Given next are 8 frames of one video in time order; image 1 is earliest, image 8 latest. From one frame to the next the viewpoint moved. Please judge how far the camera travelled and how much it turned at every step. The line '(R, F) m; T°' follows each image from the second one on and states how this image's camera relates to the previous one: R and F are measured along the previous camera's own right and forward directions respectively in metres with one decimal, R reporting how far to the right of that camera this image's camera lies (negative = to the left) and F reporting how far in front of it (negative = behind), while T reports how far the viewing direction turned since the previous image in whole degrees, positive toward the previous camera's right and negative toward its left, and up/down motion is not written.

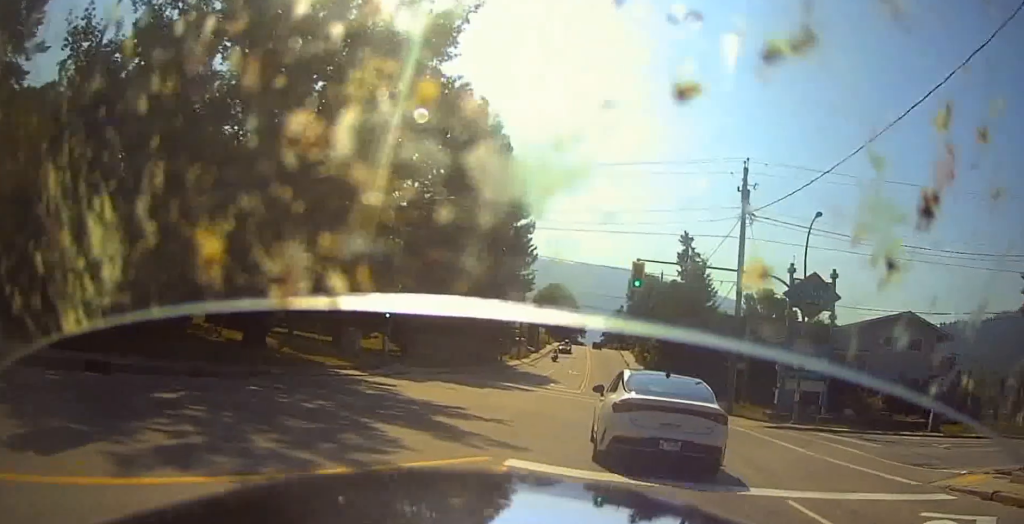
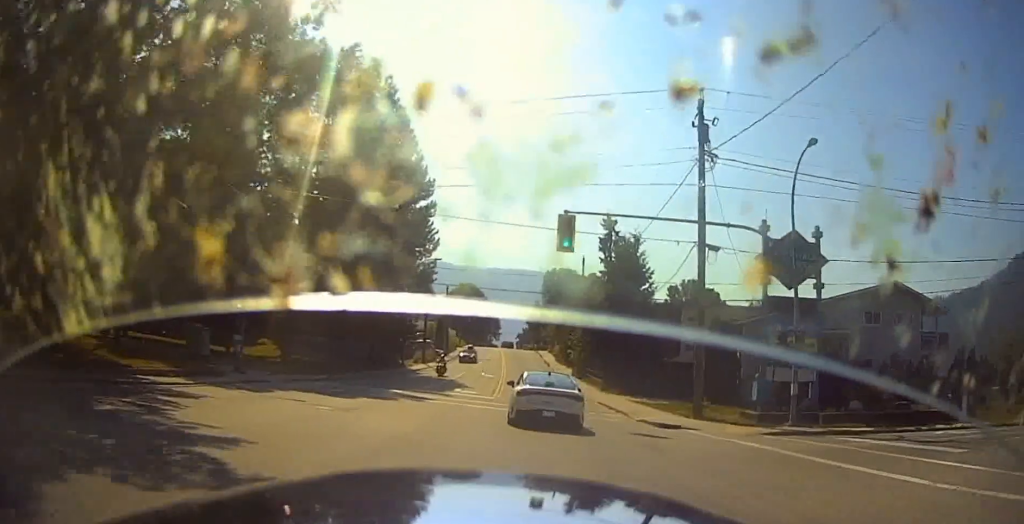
(+0.9, +16.1) m; -2°
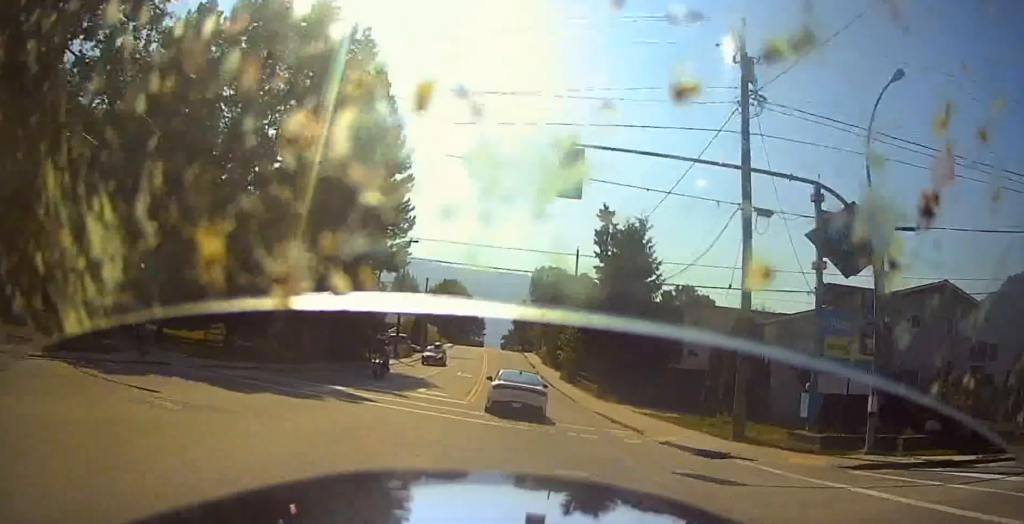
(-0.6, +10.3) m; -6°
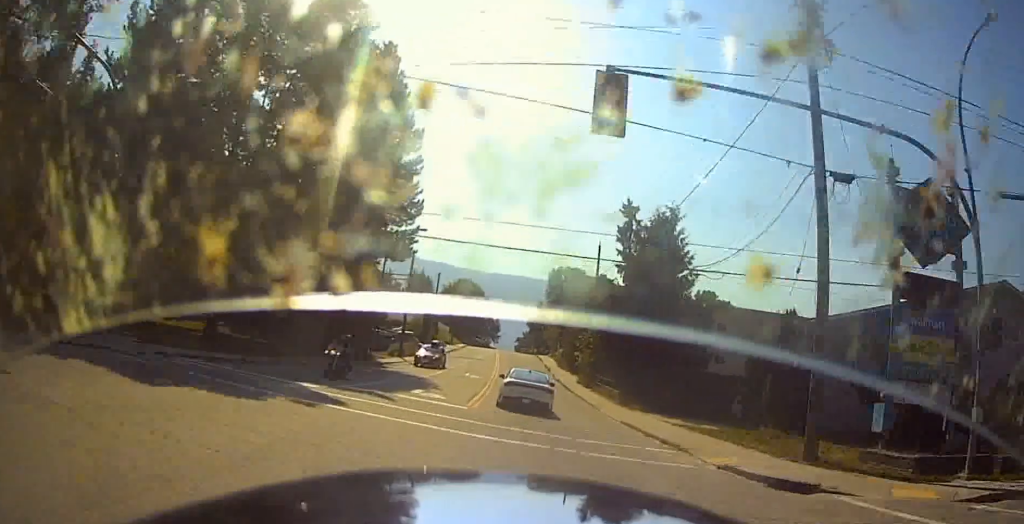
(-0.2, +5.9) m; -3°
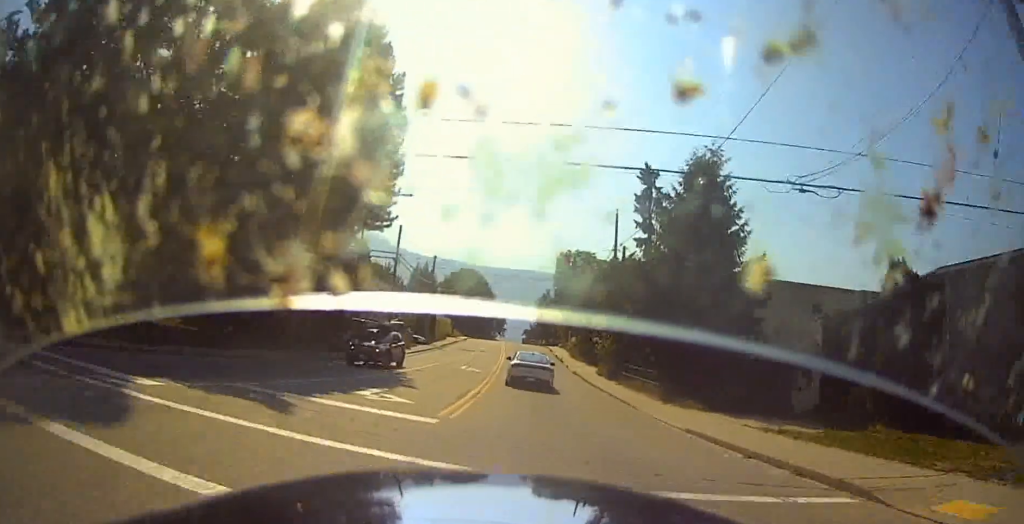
(-0.4, +10.8) m; -3°
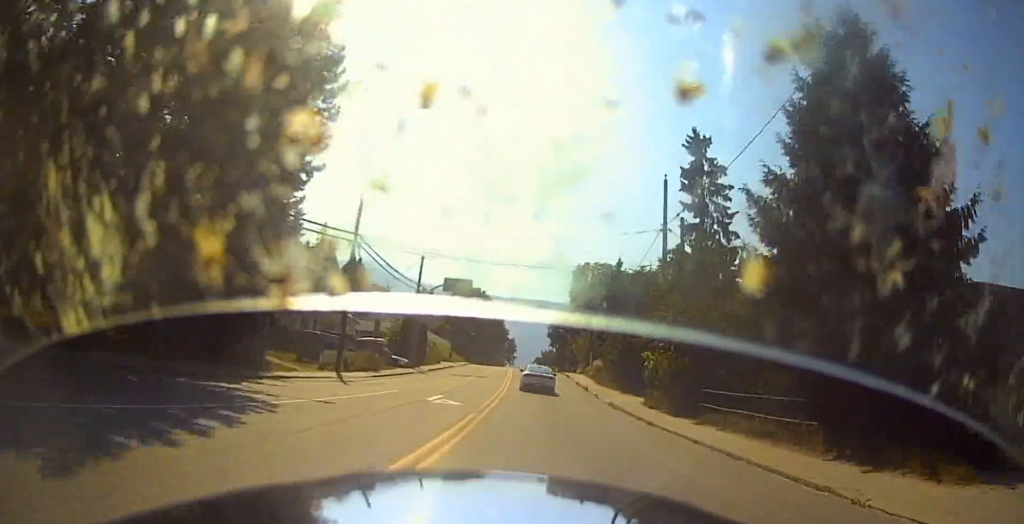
(+0.4, +19.9) m; +5°
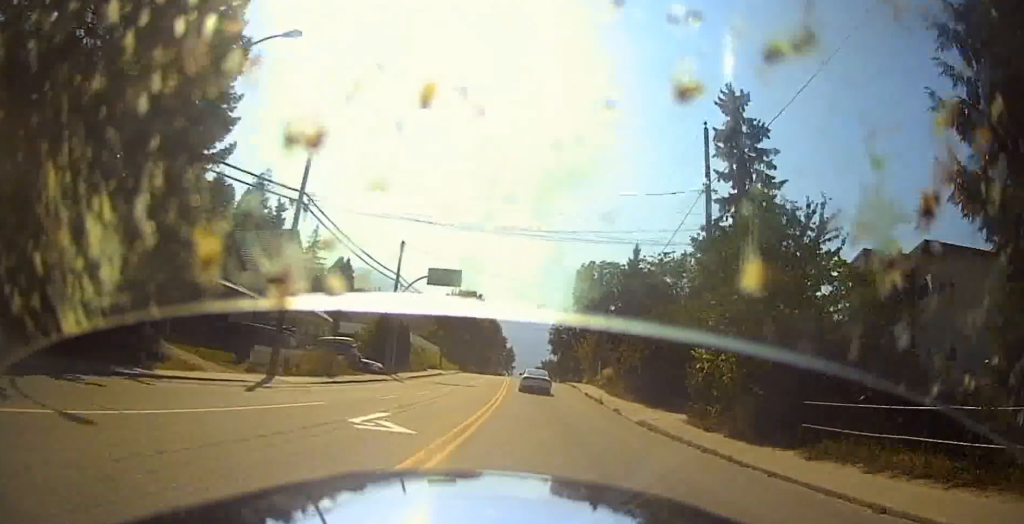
(+0.4, +10.8) m; +3°
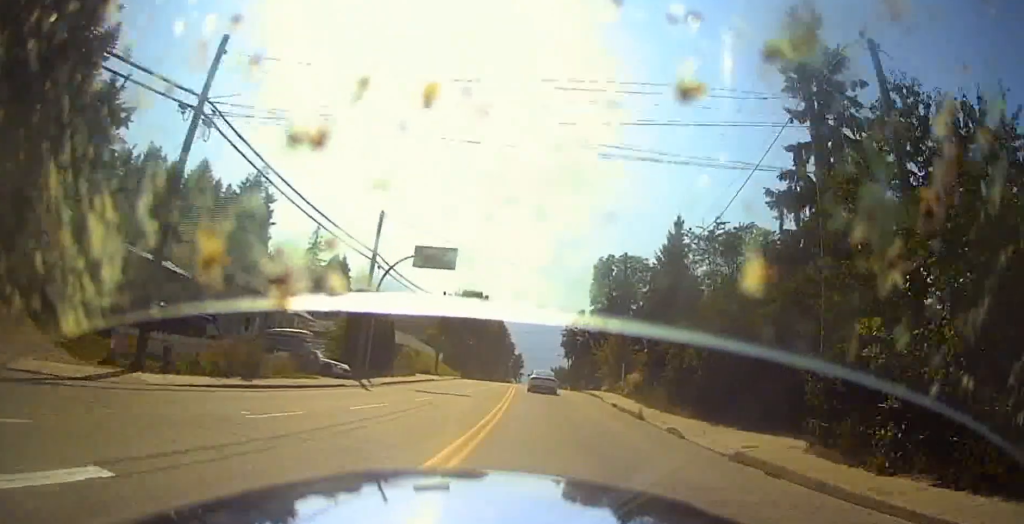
(+0.4, +11.6) m; 0°
